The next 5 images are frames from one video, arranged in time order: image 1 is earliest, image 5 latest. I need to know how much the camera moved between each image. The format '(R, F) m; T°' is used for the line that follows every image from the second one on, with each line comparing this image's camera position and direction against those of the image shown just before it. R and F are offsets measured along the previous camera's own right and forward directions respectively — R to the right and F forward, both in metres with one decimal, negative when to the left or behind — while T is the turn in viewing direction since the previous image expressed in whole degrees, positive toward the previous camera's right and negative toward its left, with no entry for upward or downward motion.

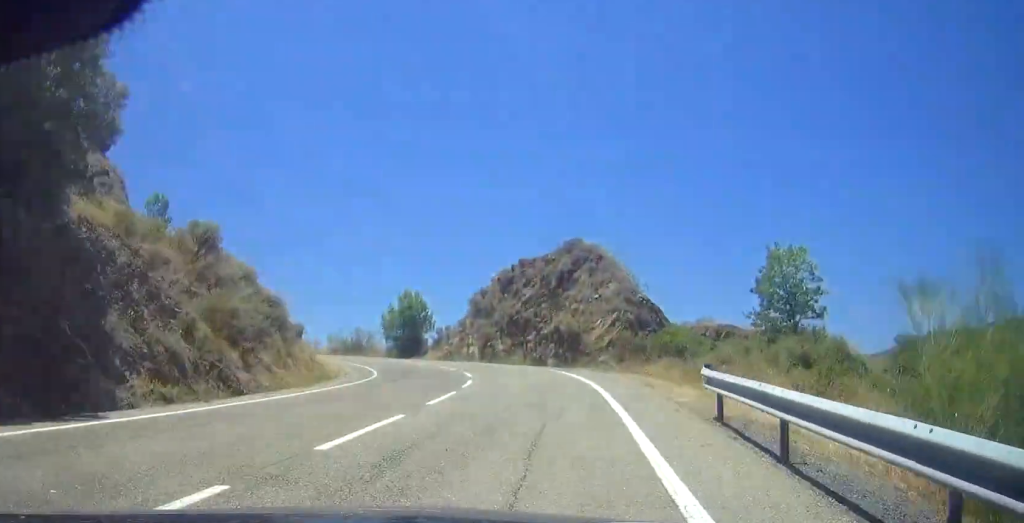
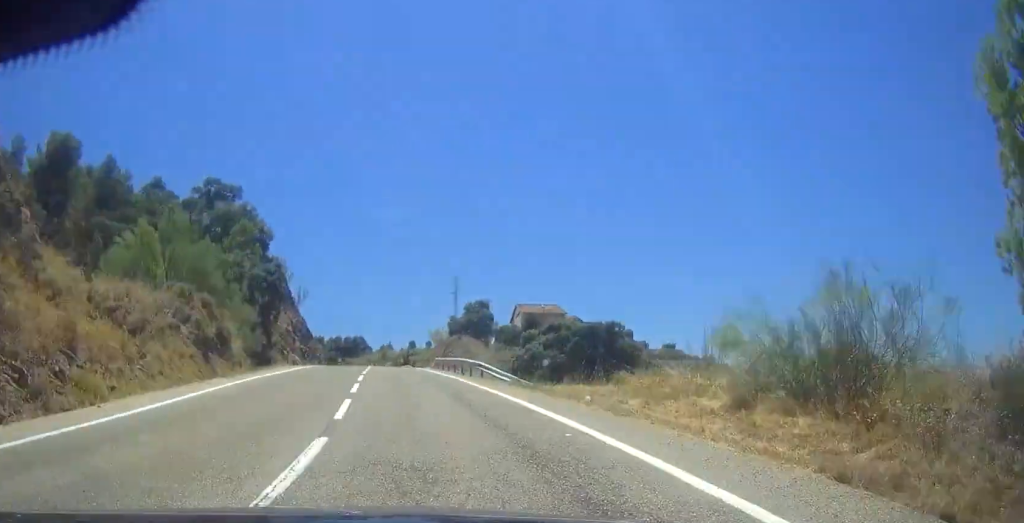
(-1.1, +54.6) m; -14°
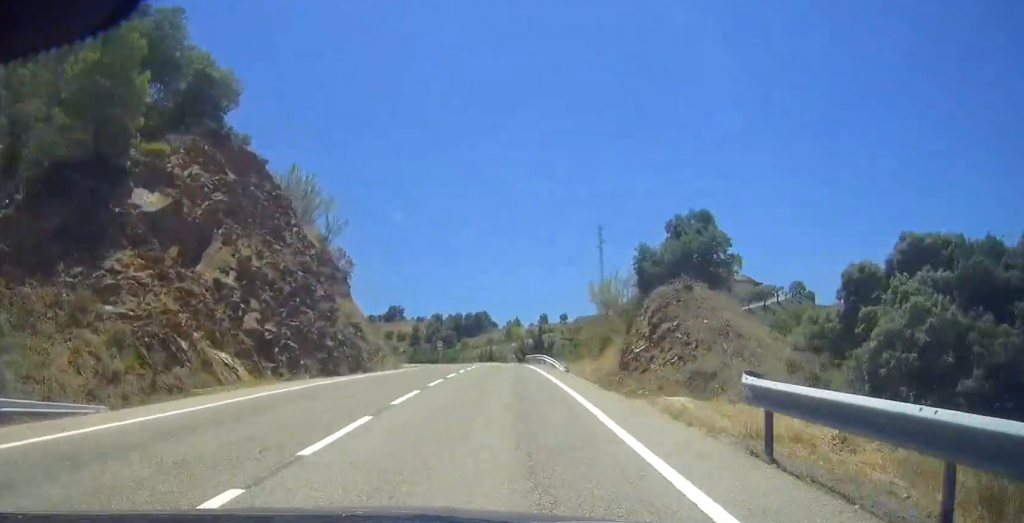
(-8.9, +48.8) m; -15°
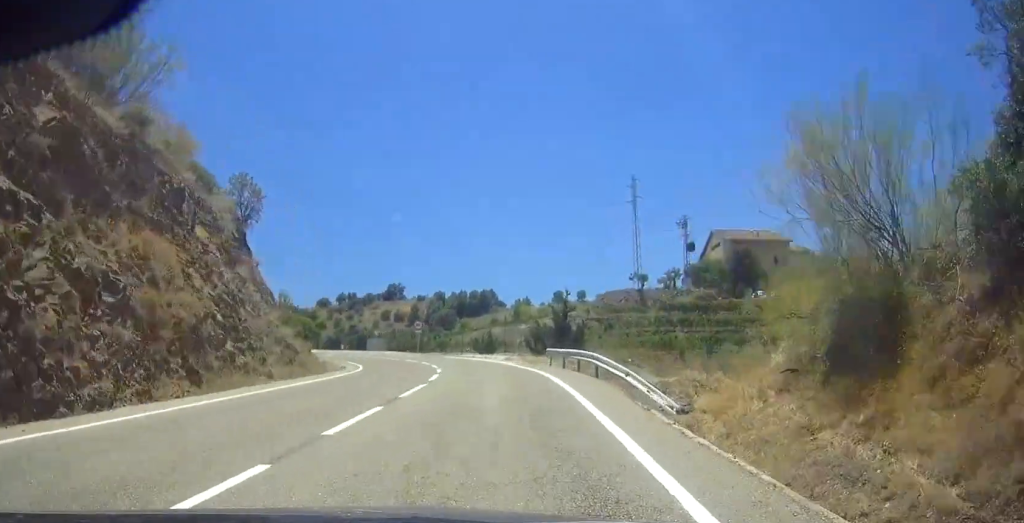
(+1.5, +29.3) m; -6°
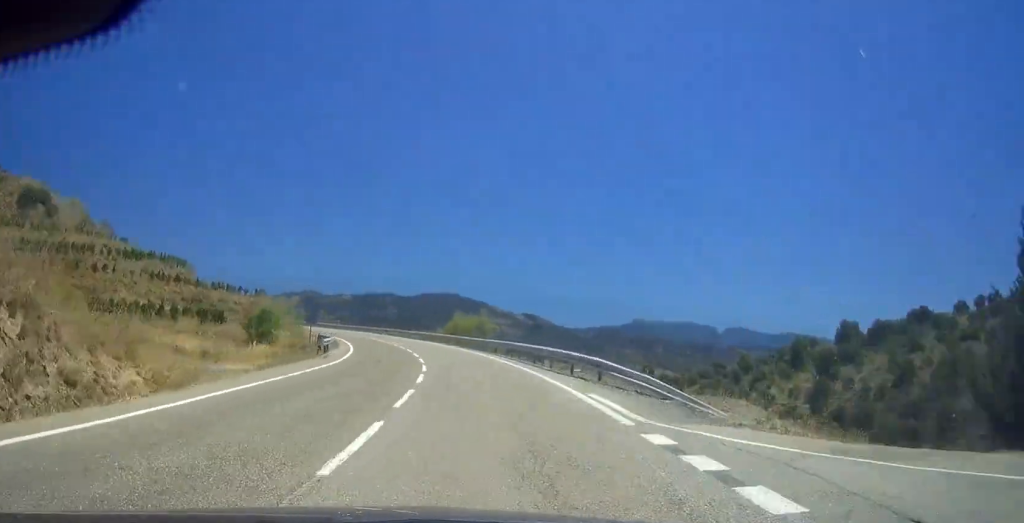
(-45.2, +104.3) m; -45°
